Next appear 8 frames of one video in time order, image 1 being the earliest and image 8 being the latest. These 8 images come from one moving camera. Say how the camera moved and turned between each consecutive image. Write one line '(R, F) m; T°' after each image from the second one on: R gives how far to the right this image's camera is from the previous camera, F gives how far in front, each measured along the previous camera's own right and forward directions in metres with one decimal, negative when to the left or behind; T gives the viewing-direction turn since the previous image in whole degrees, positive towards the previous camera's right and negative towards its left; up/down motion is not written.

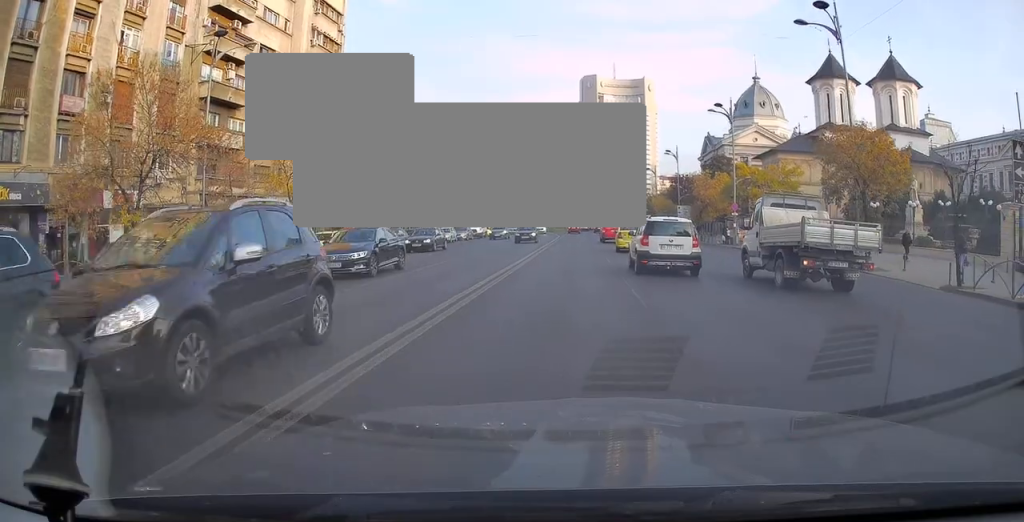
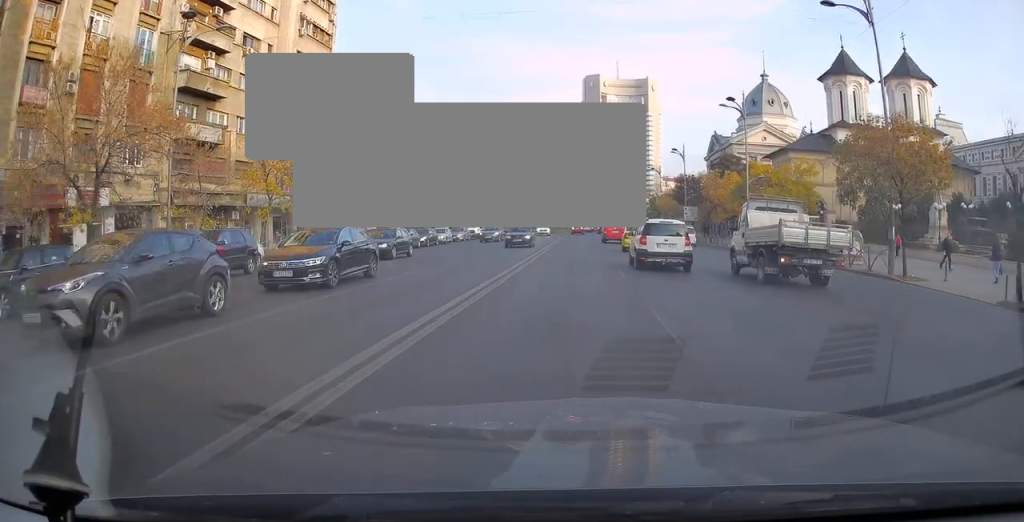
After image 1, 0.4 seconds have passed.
(0.0, +3.4) m; 0°
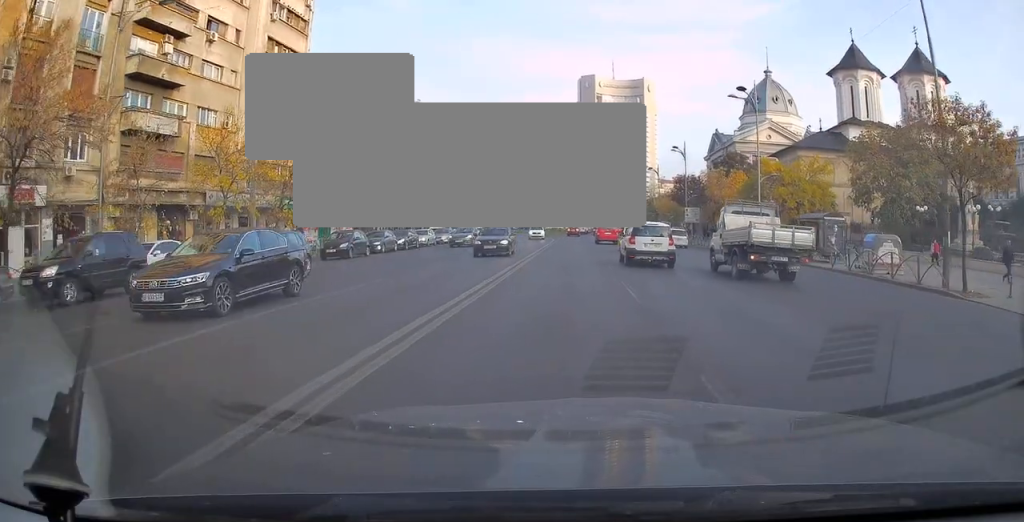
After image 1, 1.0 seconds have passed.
(+0.1, +4.5) m; 0°
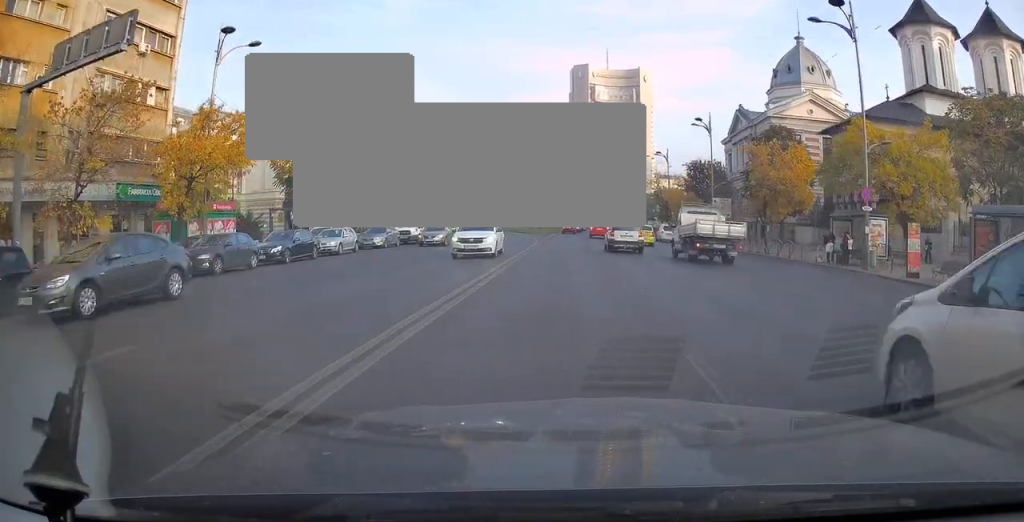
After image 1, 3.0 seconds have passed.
(+0.1, +17.1) m; +1°
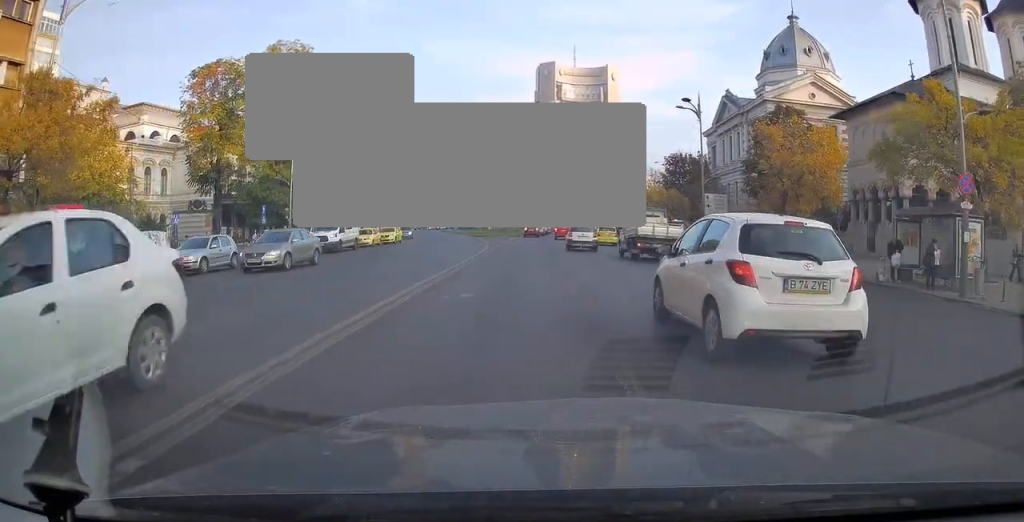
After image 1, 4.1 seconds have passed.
(-0.1, +10.2) m; +1°
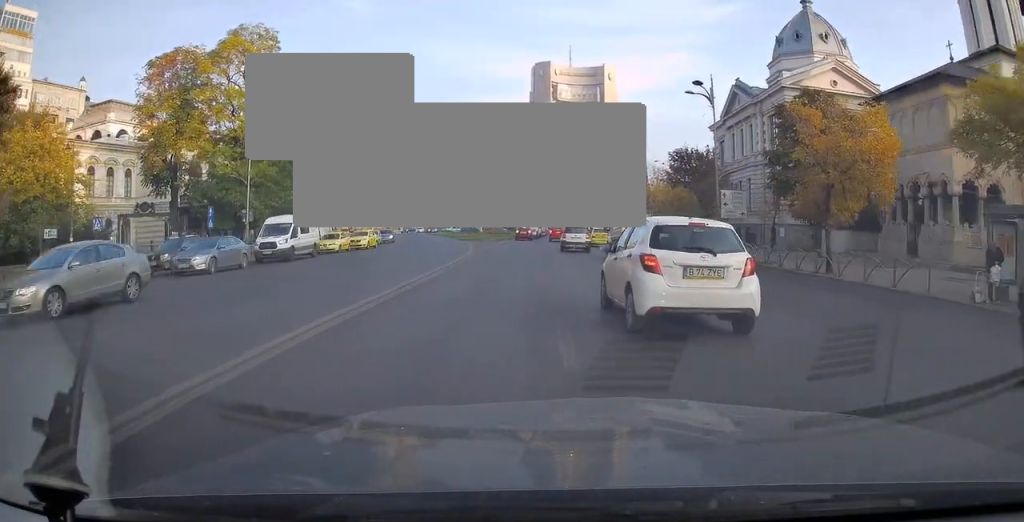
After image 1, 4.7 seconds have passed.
(+0.1, +6.1) m; +1°
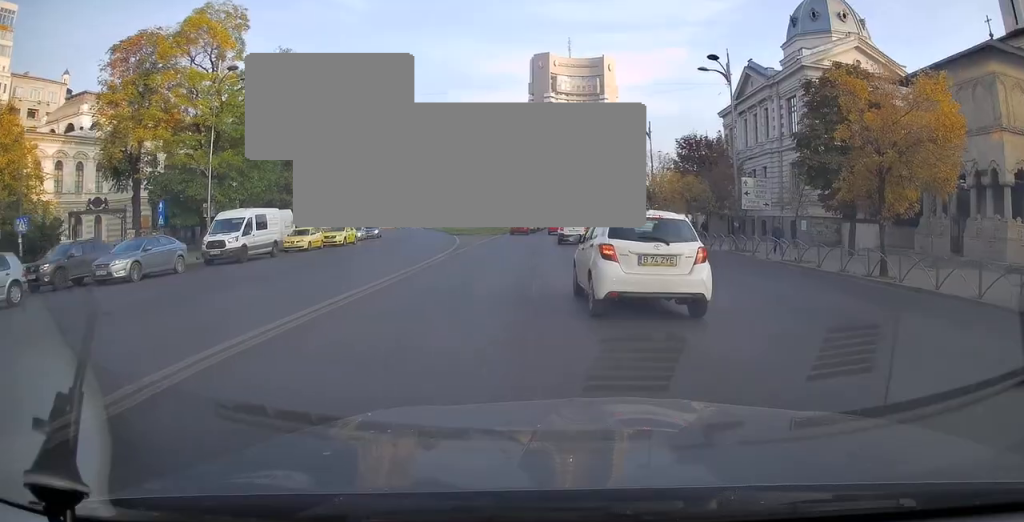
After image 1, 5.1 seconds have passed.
(0.0, +4.5) m; +1°
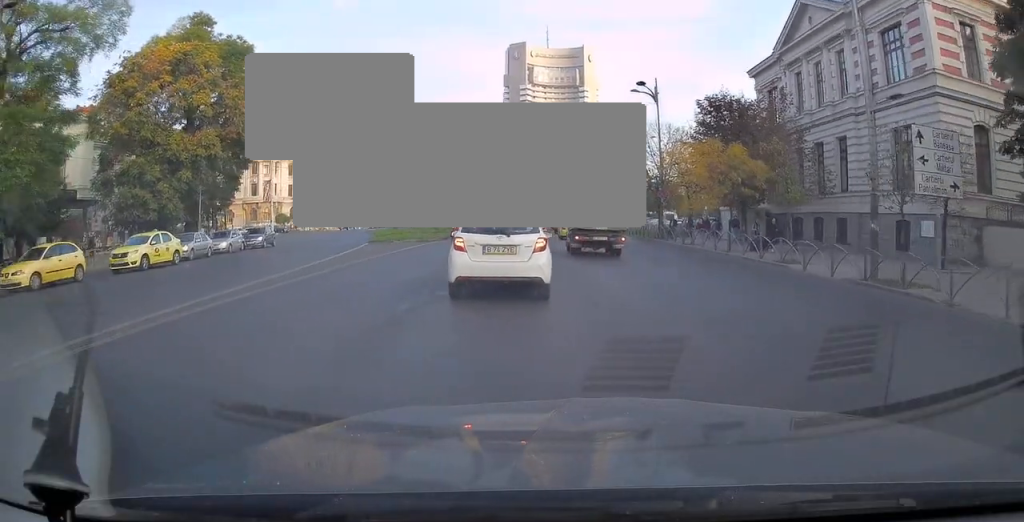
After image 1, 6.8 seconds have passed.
(+0.2, +19.9) m; 0°
